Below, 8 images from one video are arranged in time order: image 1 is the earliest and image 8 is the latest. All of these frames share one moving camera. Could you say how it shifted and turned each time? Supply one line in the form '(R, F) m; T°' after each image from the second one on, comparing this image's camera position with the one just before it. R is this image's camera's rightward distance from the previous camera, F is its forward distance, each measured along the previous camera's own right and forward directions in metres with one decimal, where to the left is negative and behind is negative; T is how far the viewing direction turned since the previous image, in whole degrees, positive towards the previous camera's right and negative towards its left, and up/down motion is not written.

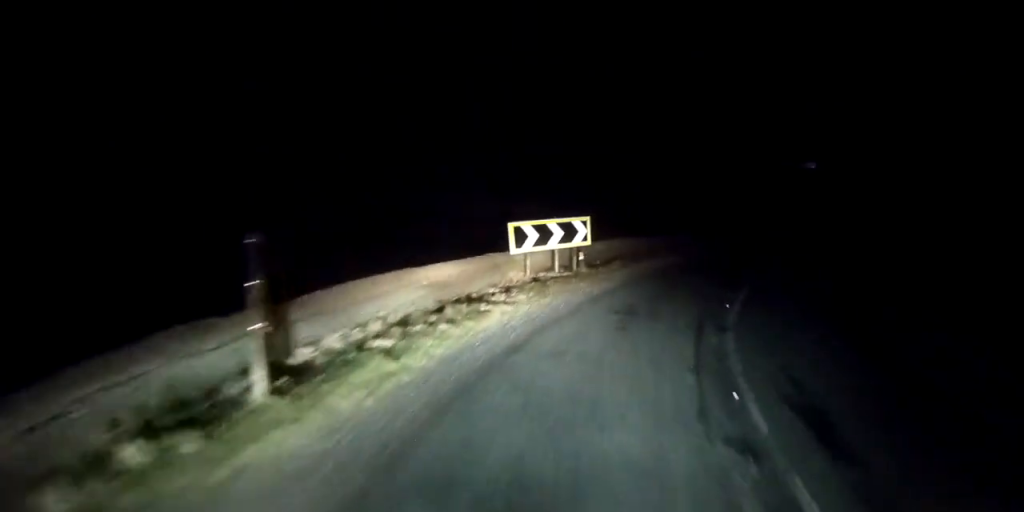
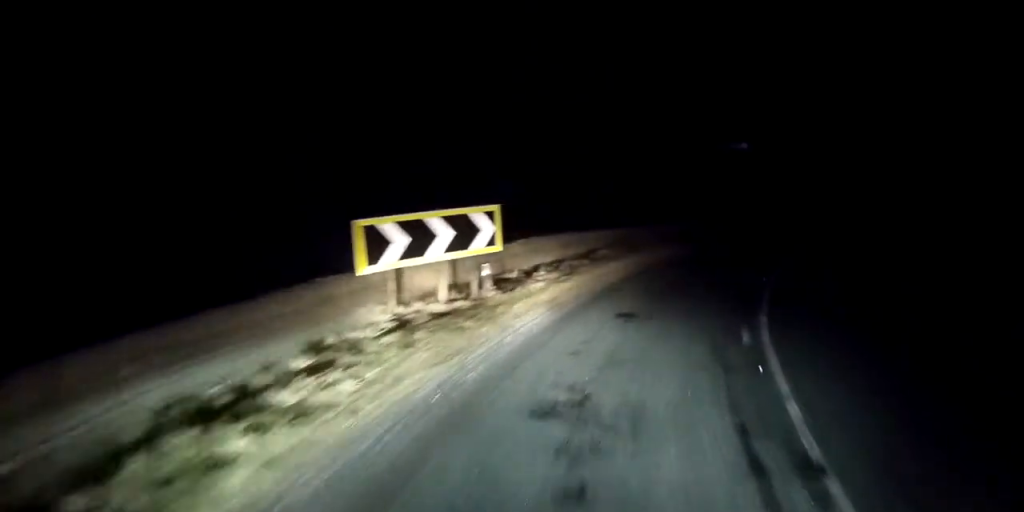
(+0.6, +7.6) m; +9°
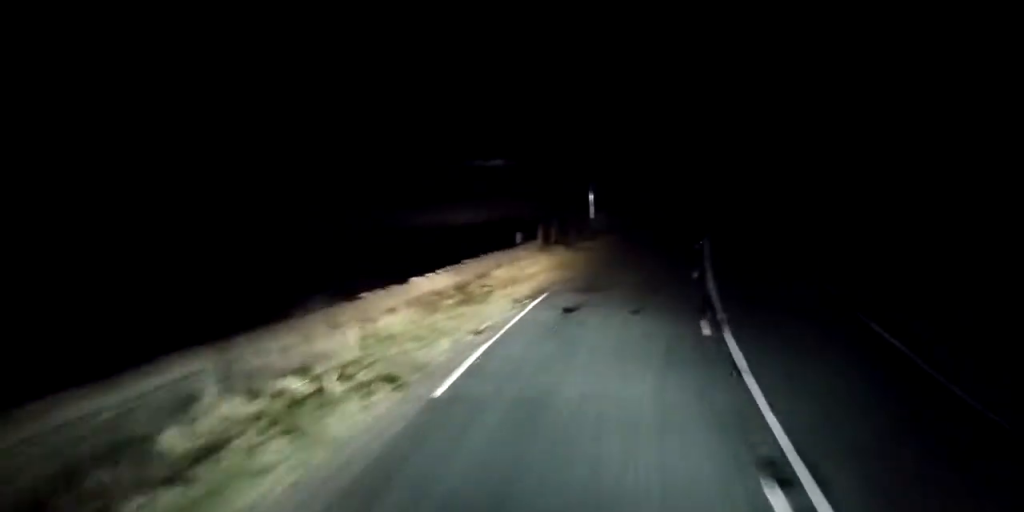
(+2.7, +16.6) m; +18°
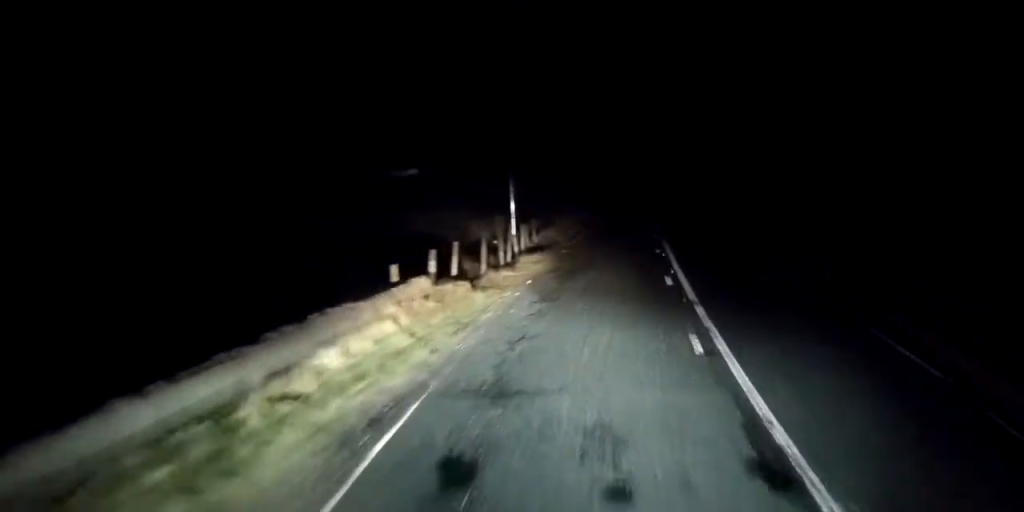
(+0.5, +7.4) m; +3°
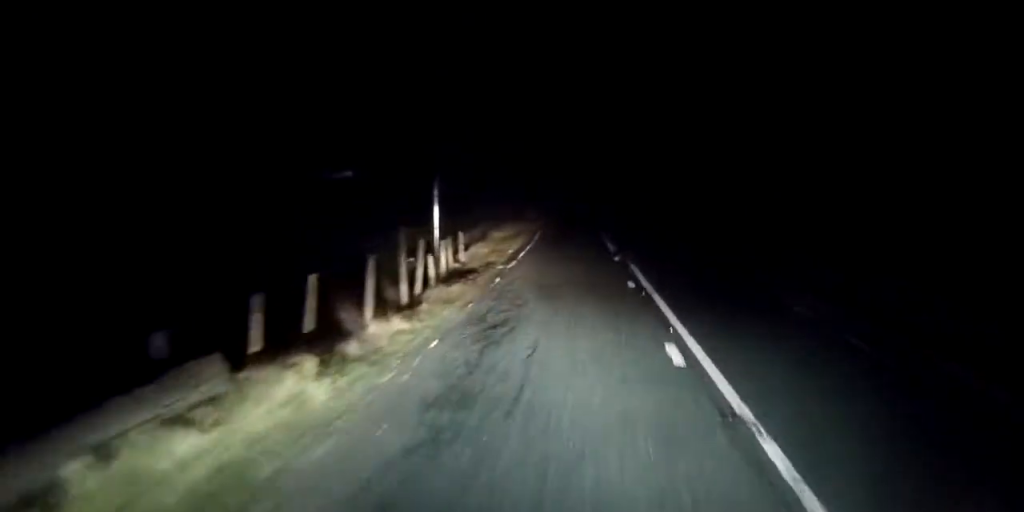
(+0.2, +6.6) m; +2°
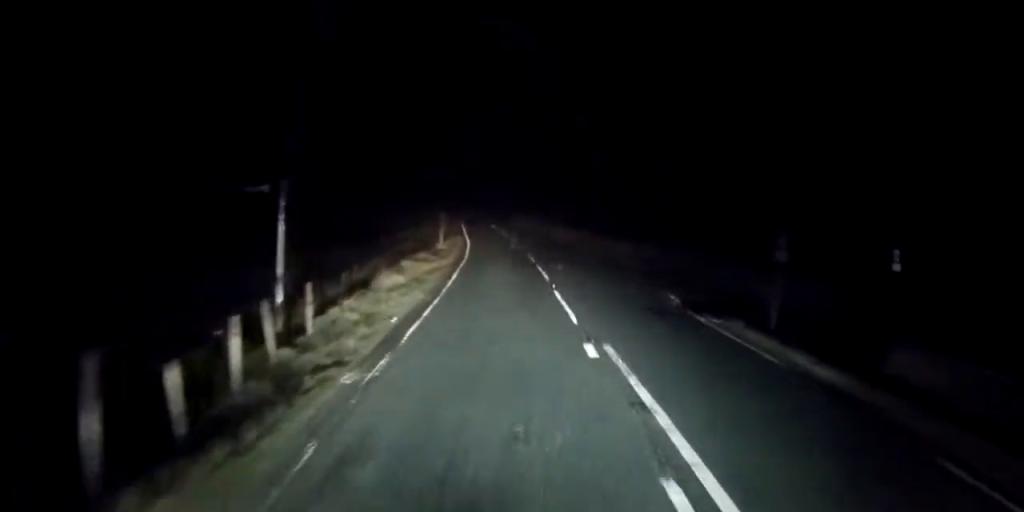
(+0.1, +10.5) m; +1°
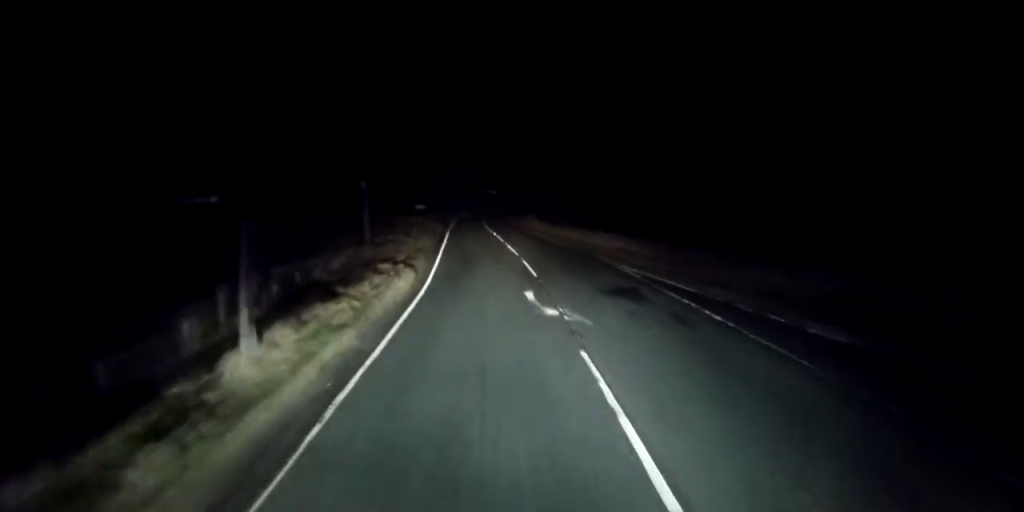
(-0.5, +27.3) m; -2°
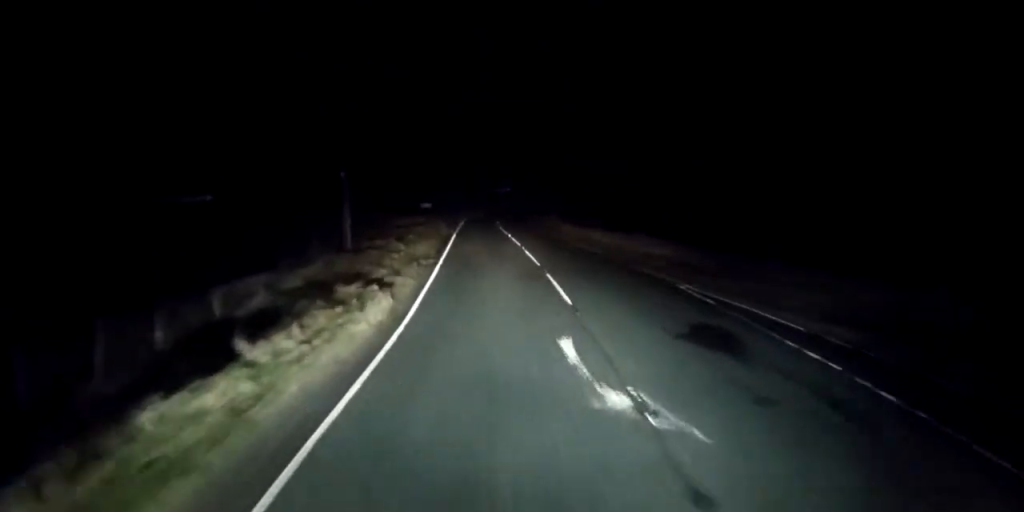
(0.0, +7.2) m; 0°
